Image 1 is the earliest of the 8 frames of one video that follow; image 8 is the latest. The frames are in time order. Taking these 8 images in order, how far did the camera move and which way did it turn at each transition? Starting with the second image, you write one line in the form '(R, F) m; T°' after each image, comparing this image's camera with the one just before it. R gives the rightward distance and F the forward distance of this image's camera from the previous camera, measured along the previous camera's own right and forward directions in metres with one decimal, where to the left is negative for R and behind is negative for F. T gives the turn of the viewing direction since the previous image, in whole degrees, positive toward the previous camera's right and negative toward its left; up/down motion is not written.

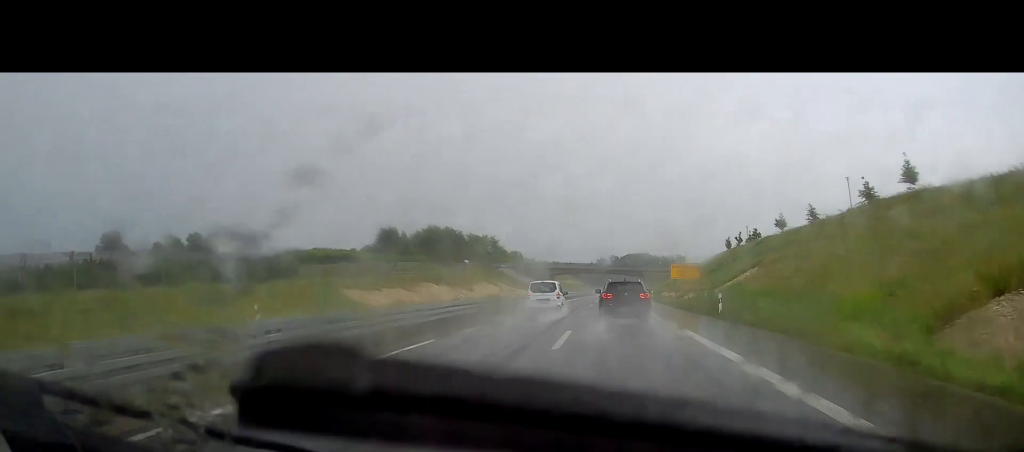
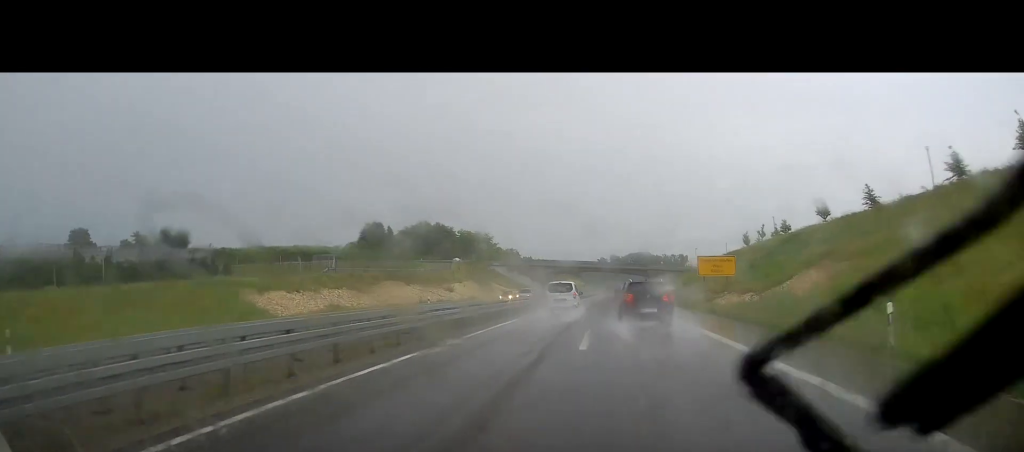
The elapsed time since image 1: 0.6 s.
(0.0, +17.2) m; 0°
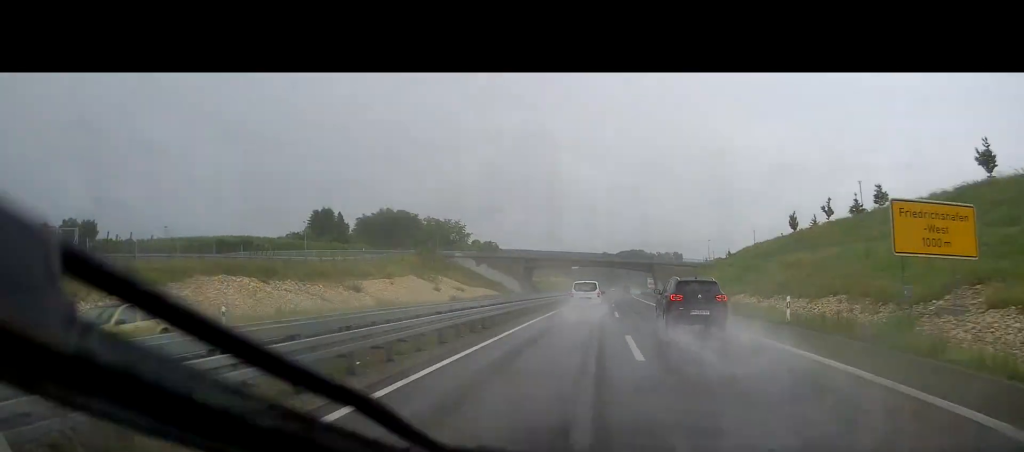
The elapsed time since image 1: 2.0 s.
(+0.2, +37.6) m; 0°
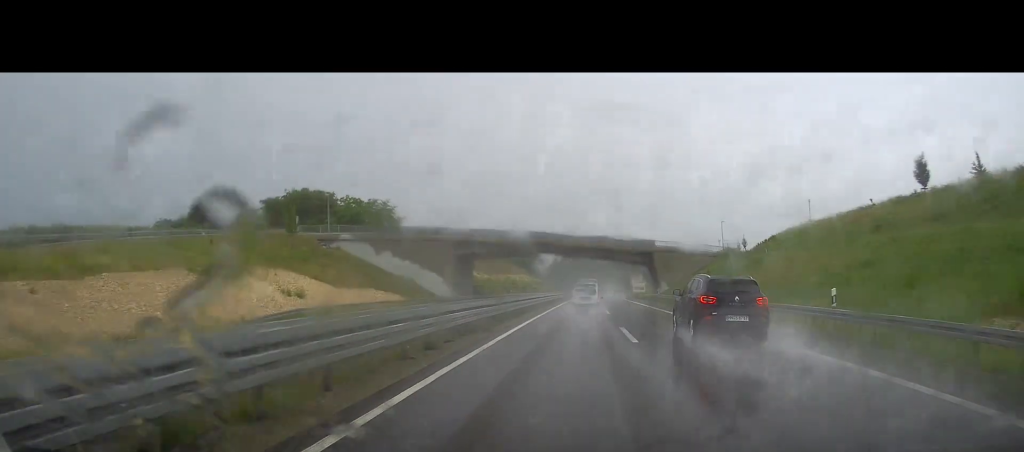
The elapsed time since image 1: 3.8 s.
(+0.5, +49.2) m; +2°
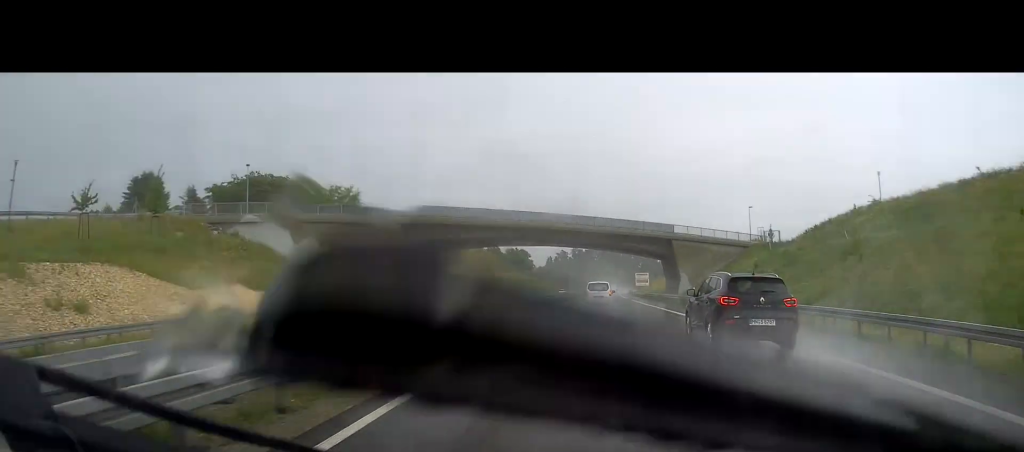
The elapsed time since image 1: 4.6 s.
(+0.3, +23.5) m; +1°
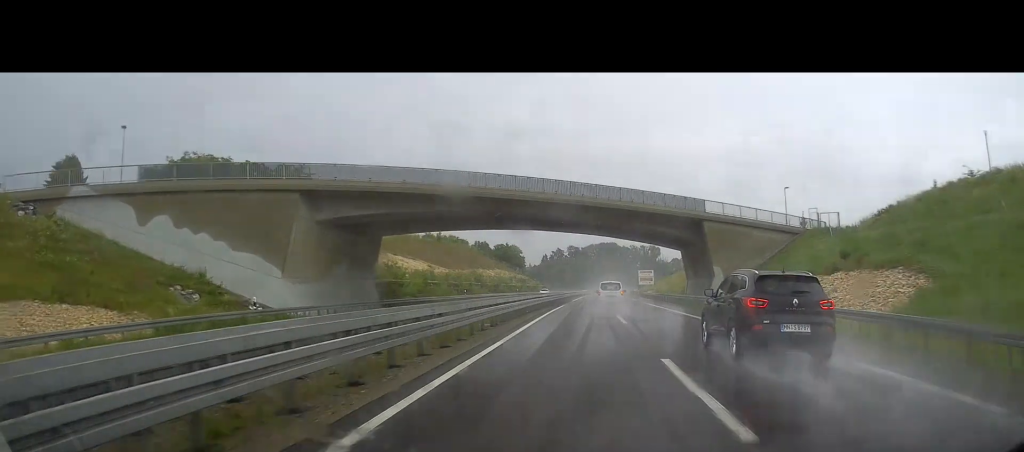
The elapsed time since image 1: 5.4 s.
(+0.2, +21.7) m; 0°
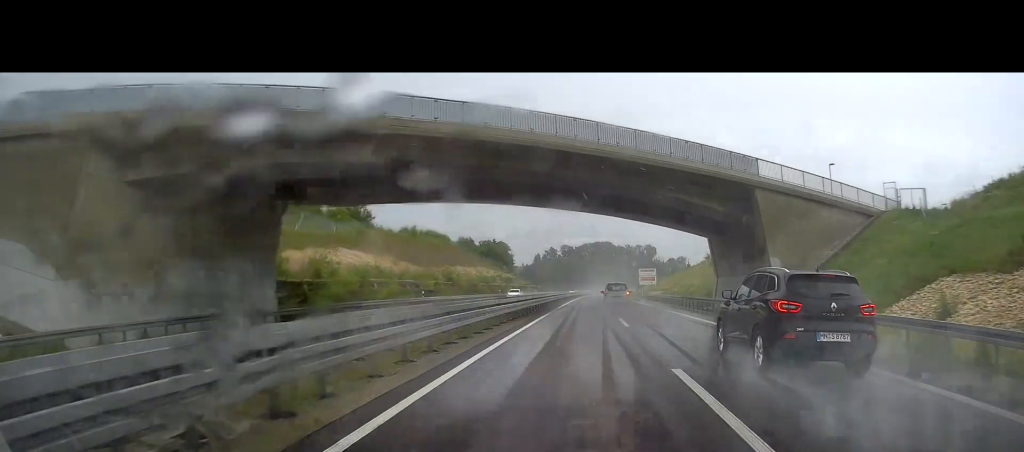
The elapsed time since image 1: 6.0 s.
(0.0, +19.1) m; 0°
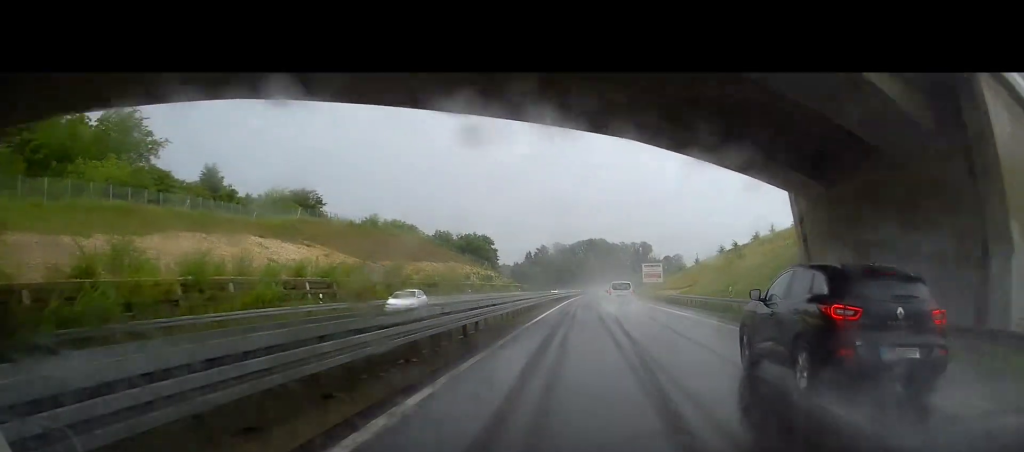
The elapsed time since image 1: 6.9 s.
(0.0, +23.9) m; 0°
